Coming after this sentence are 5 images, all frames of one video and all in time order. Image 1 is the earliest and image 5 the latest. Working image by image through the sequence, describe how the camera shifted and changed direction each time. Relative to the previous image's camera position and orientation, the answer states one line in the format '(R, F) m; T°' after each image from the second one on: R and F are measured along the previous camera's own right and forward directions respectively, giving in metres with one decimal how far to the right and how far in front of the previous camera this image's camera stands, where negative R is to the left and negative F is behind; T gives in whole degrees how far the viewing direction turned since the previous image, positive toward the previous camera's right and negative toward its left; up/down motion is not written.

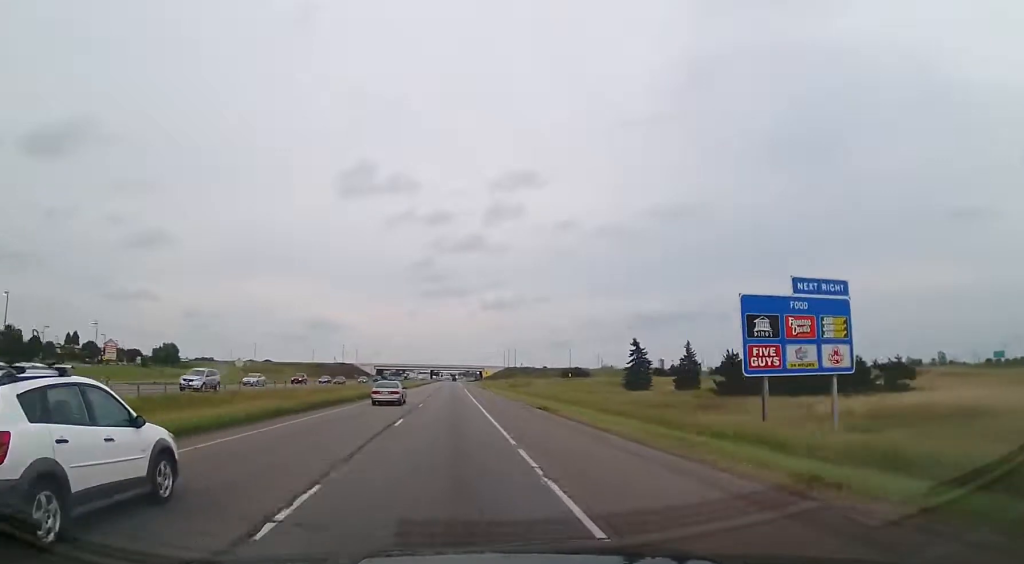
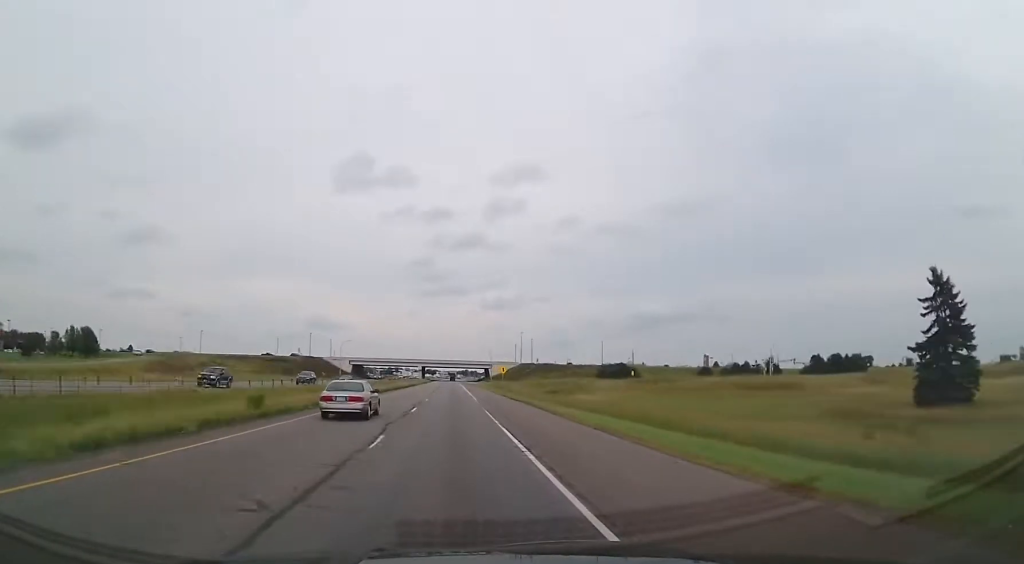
(-0.1, +68.6) m; -1°
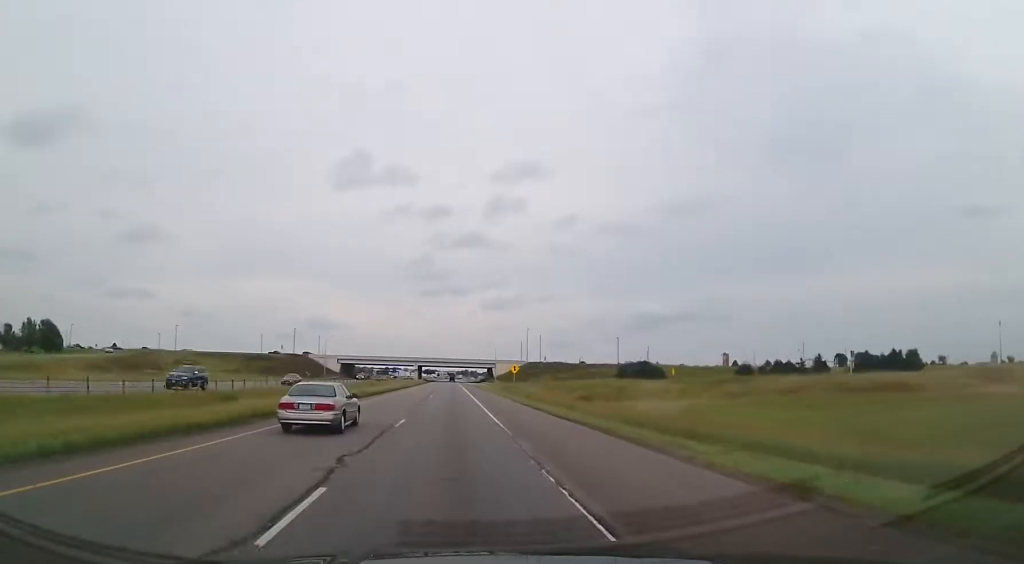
(-0.1, +23.4) m; 0°
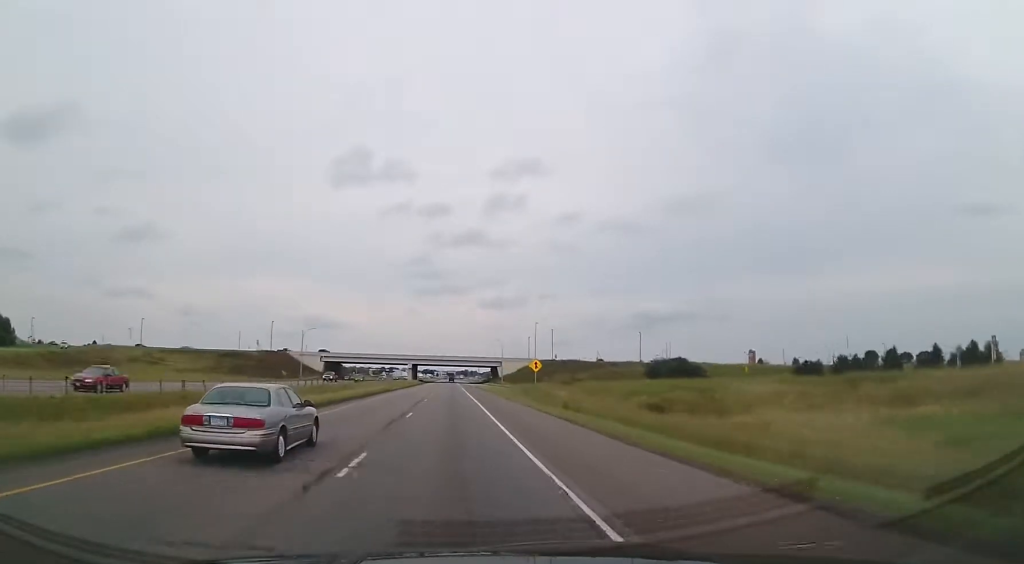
(0.0, +26.6) m; 0°
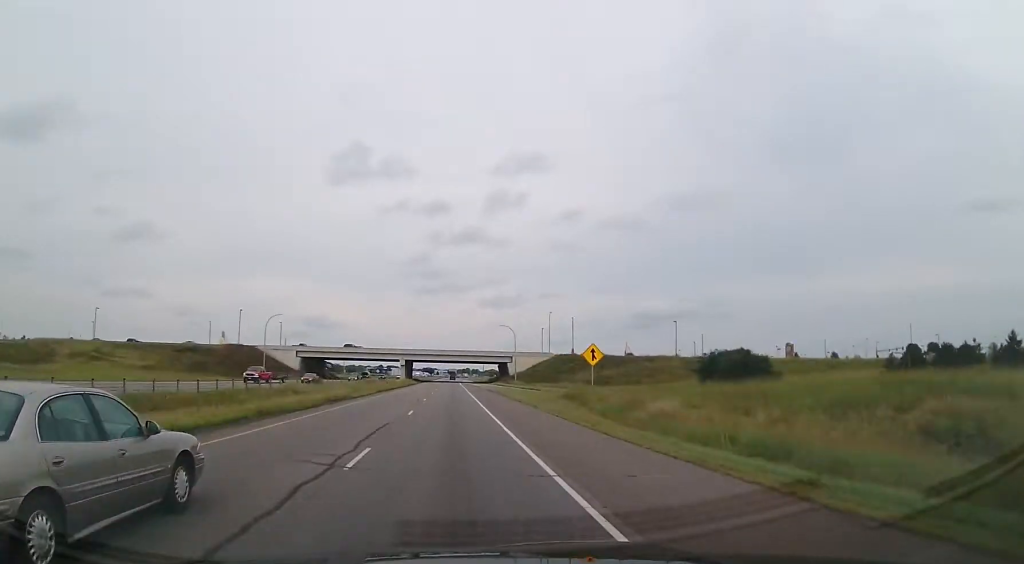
(0.0, +30.0) m; 0°
